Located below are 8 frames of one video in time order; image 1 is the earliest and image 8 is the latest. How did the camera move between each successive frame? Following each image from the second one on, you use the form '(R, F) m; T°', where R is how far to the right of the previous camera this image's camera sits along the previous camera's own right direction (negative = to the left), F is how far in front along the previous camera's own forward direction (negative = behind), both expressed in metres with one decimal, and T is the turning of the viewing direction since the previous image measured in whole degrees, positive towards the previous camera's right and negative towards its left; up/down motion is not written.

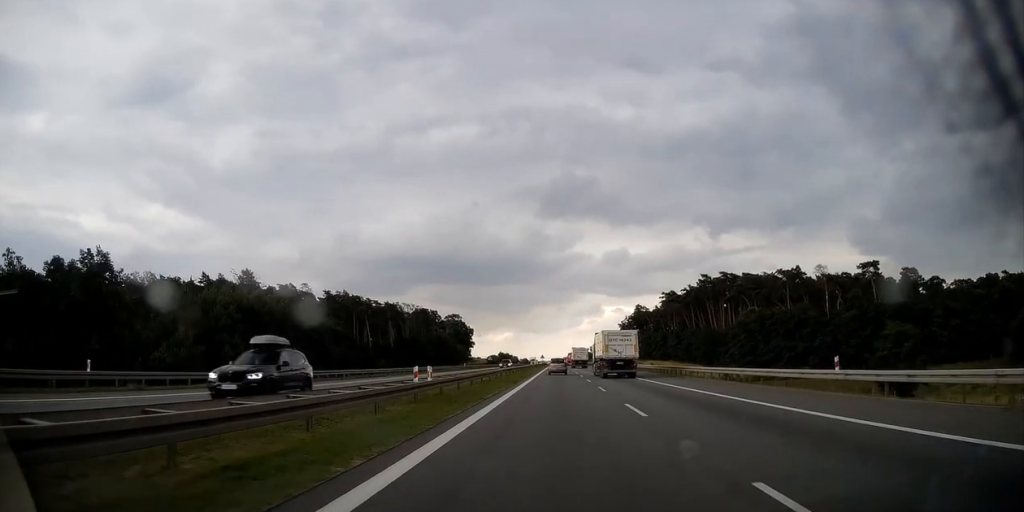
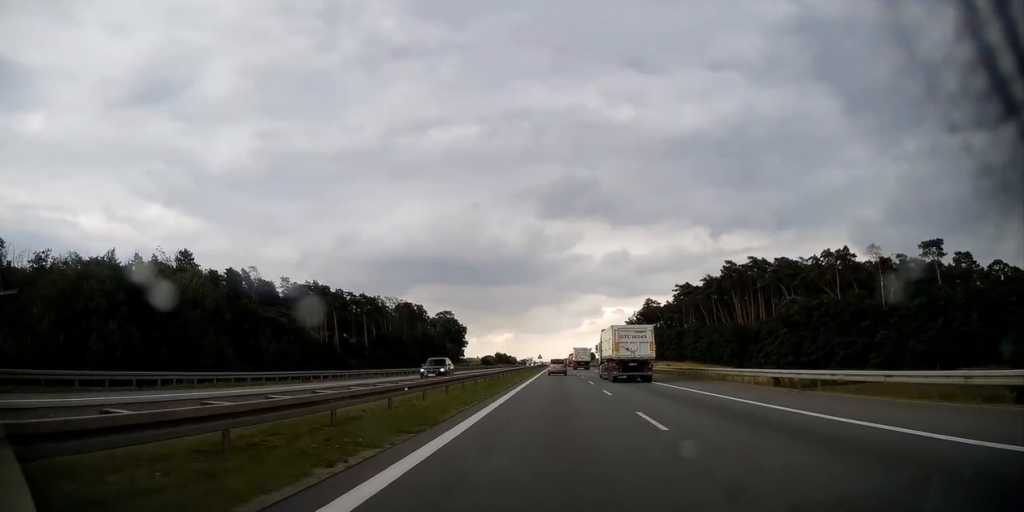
(-0.3, +26.7) m; 0°
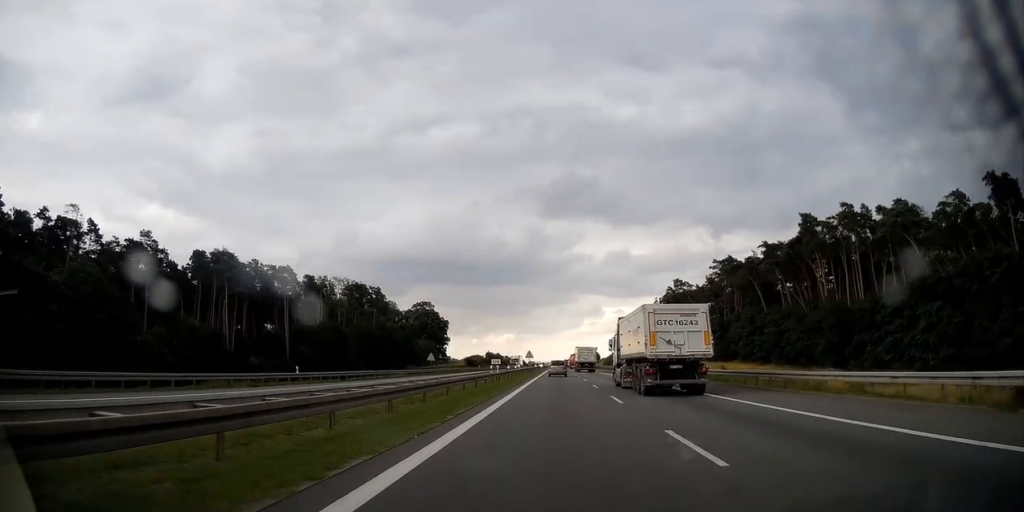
(+0.7, +52.1) m; +1°
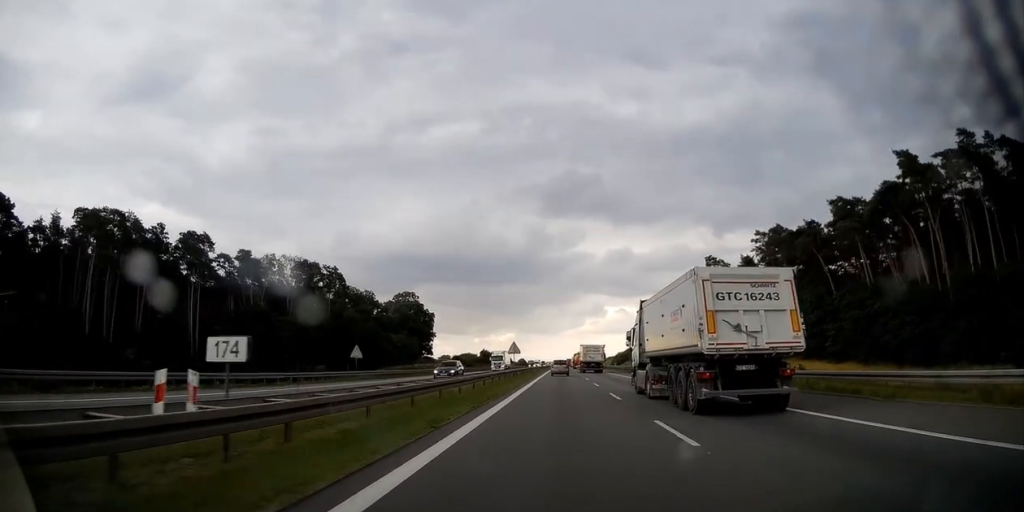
(0.0, +33.1) m; 0°
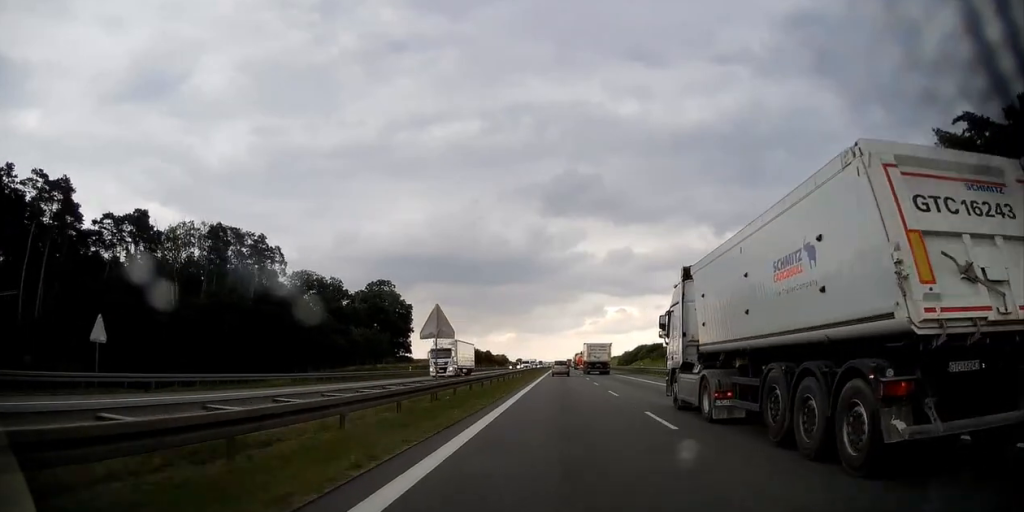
(-0.3, +34.0) m; 0°
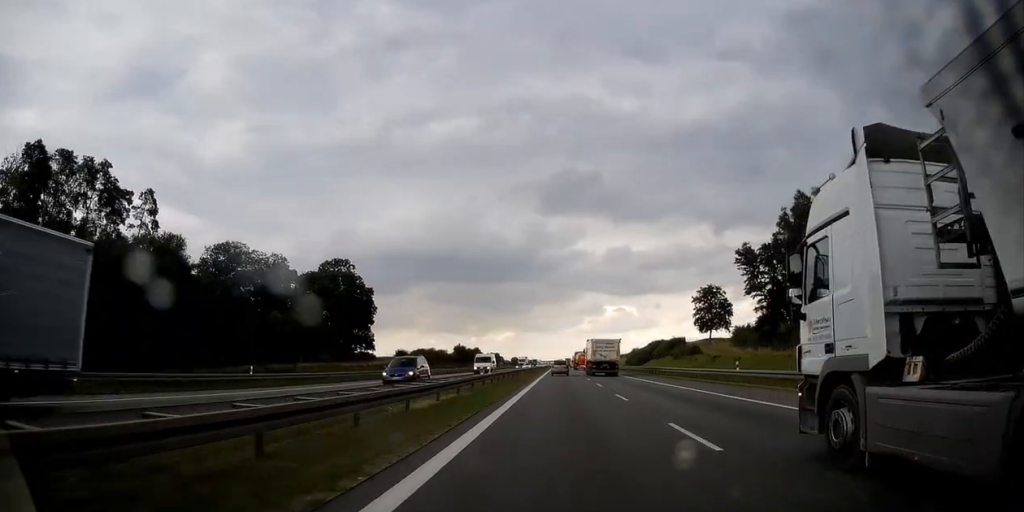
(+0.3, +39.4) m; +1°
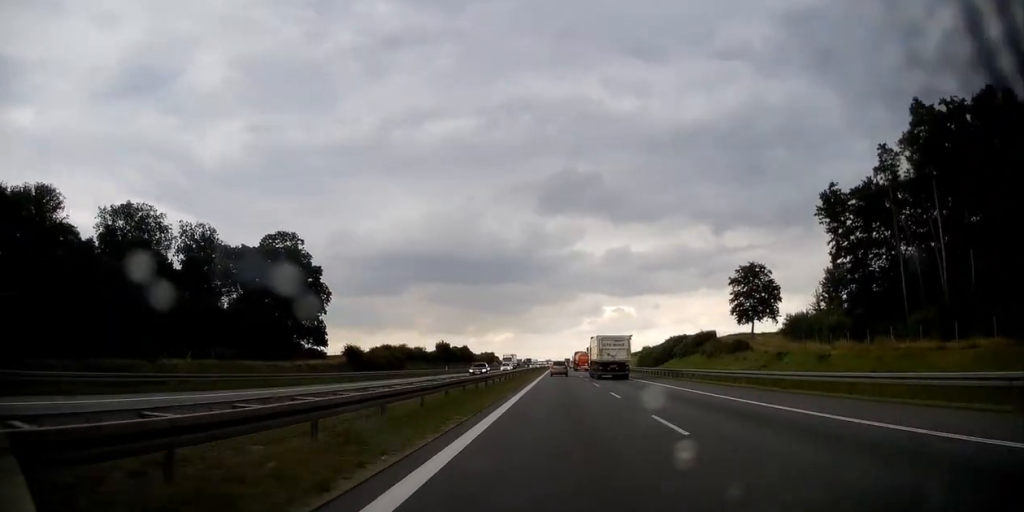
(+0.1, +33.9) m; -1°
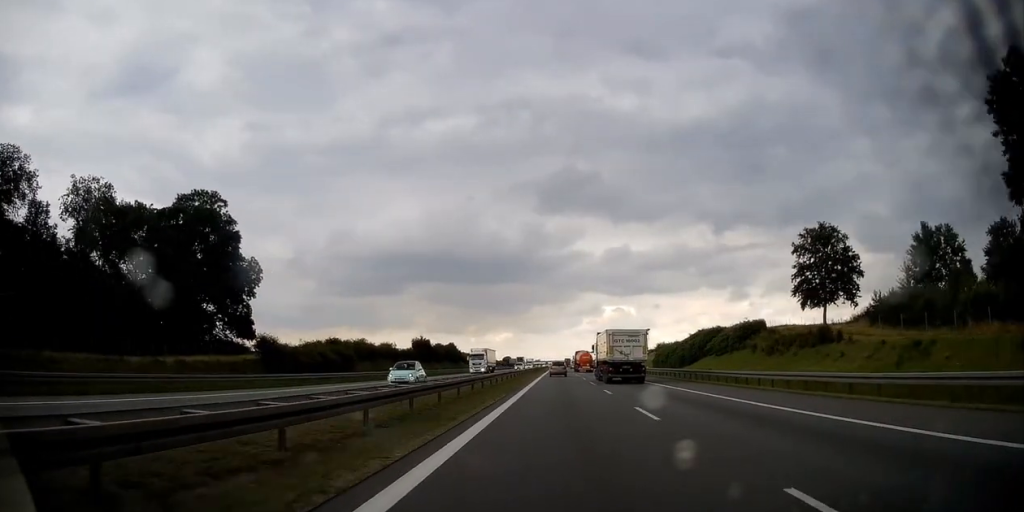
(-0.5, +32.9) m; 0°
